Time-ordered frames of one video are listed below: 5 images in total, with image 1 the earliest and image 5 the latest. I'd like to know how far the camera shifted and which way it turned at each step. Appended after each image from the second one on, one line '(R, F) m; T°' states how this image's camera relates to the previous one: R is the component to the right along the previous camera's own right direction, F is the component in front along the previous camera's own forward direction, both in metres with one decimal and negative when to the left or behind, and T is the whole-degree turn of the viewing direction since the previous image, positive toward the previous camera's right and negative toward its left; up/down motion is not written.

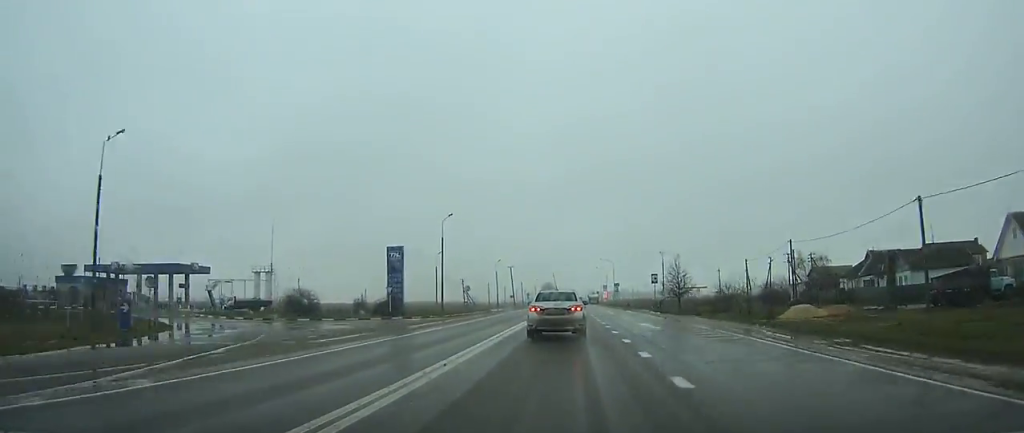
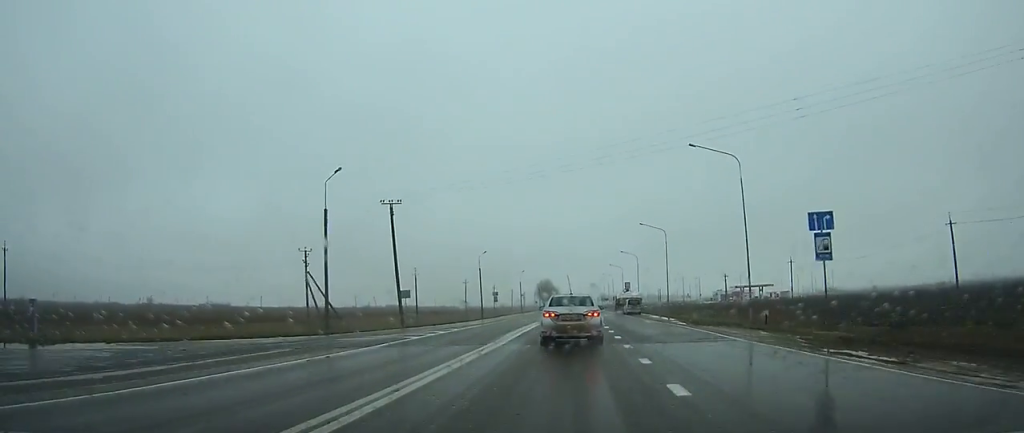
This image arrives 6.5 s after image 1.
(-0.1, +98.0) m; -1°
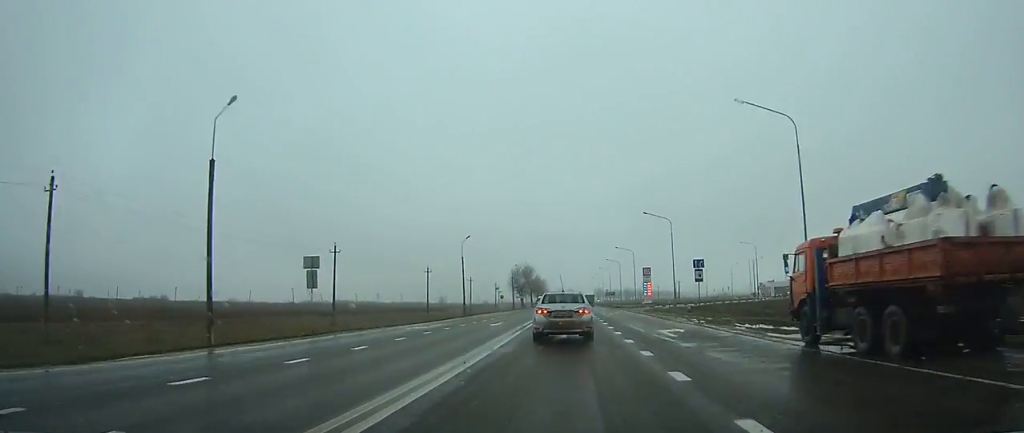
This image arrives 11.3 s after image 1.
(+0.3, +74.7) m; +1°
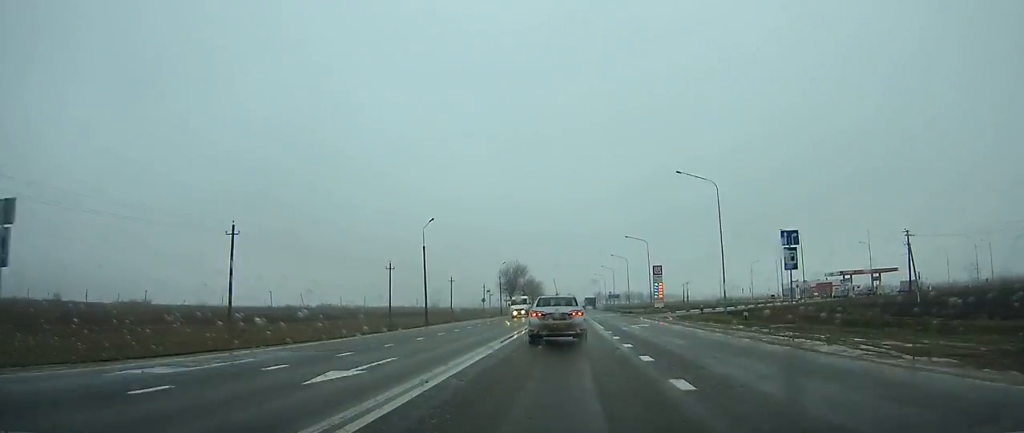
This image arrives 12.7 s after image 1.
(+0.1, +21.0) m; 0°
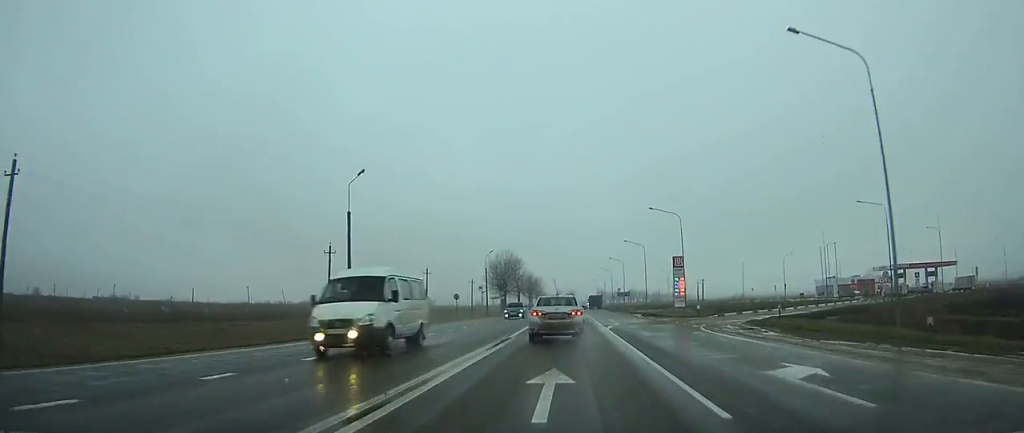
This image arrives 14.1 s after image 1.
(0.0, +22.2) m; 0°
